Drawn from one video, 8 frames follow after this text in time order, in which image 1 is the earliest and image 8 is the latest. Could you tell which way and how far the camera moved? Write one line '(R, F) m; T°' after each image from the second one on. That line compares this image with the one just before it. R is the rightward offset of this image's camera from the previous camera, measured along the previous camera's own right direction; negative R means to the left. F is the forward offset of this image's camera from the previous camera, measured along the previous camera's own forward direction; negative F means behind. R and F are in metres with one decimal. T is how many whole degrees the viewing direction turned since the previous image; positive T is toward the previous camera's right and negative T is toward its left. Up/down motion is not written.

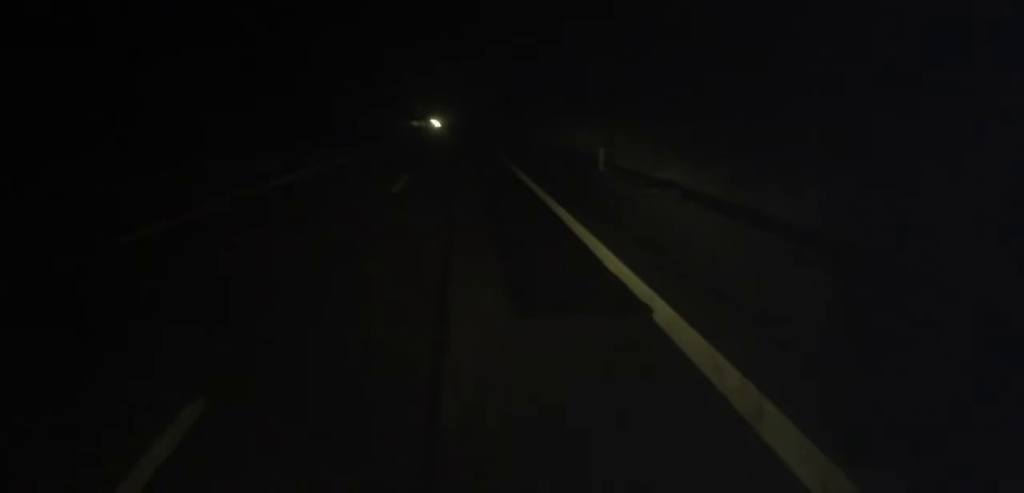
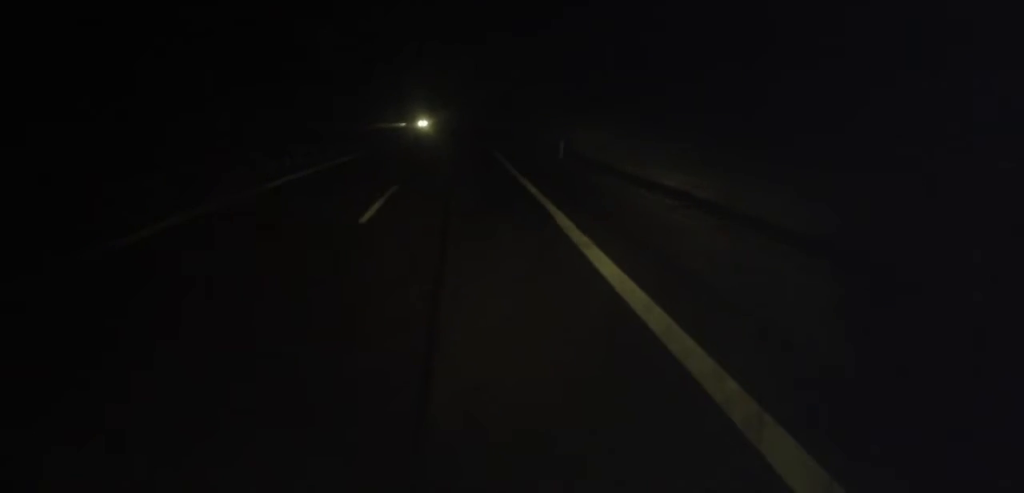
(-0.1, +39.7) m; 0°
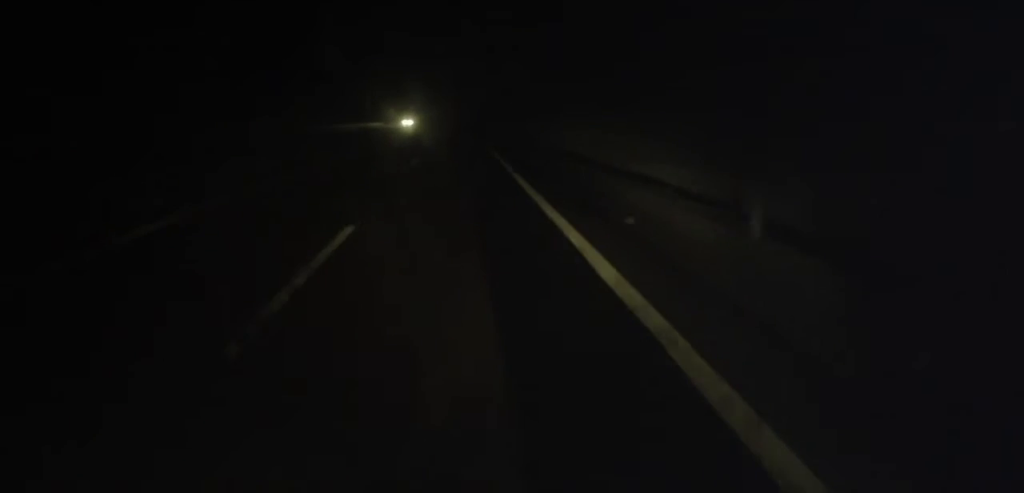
(-0.1, +24.6) m; 0°
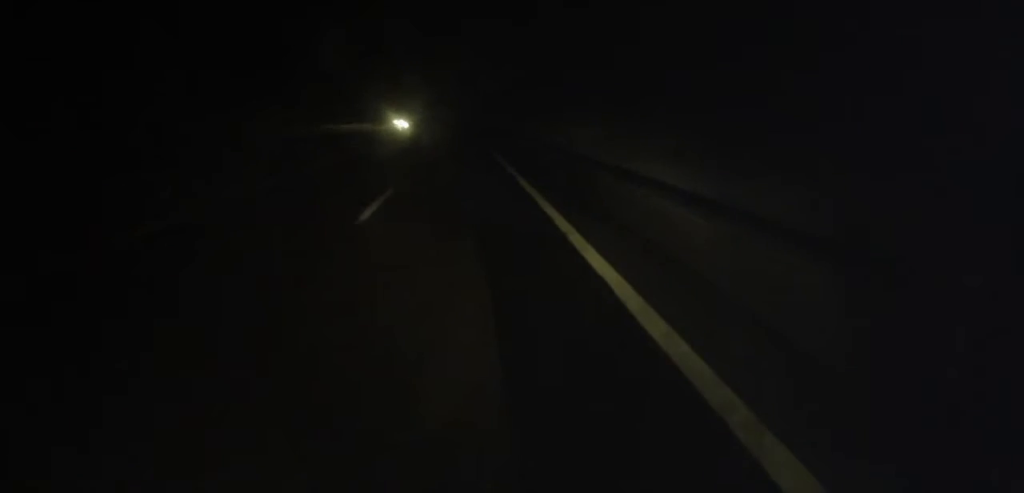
(-0.1, +10.9) m; 0°
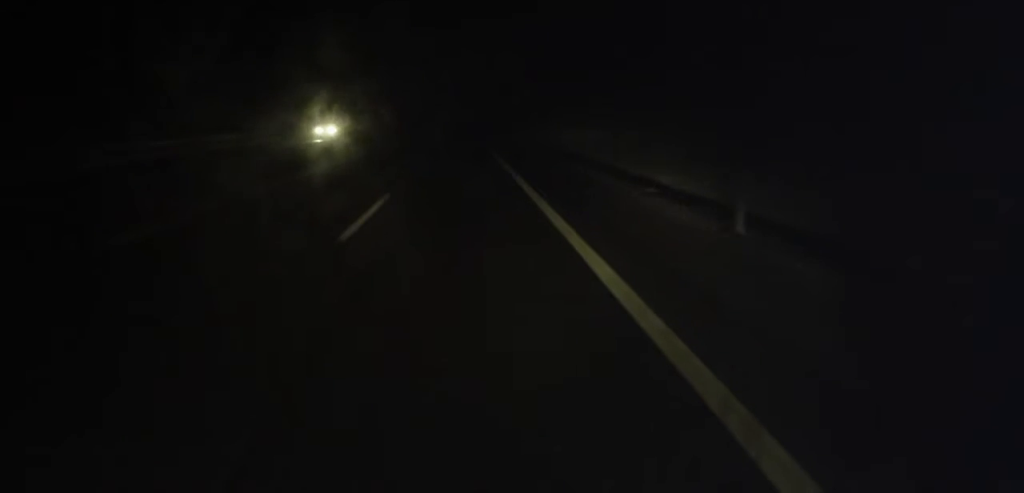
(0.0, +37.2) m; -1°
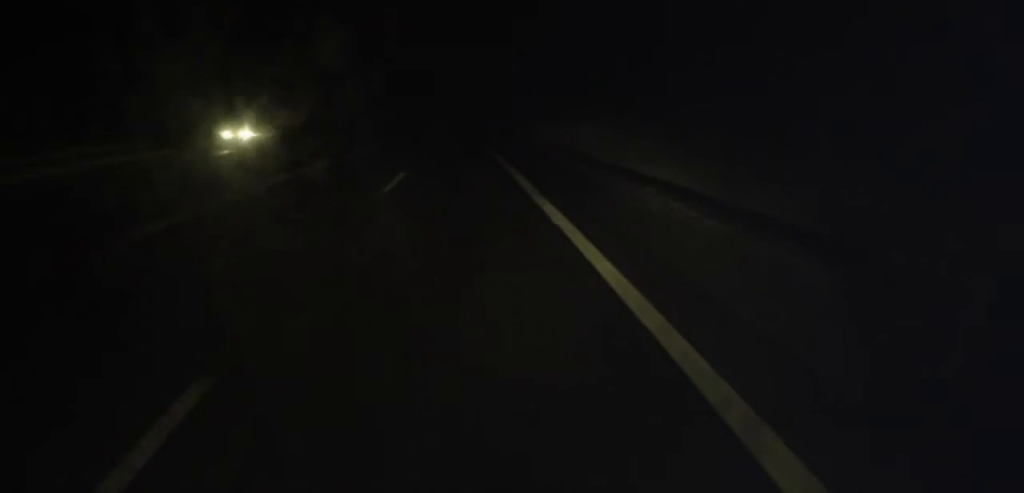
(0.0, +11.8) m; 0°
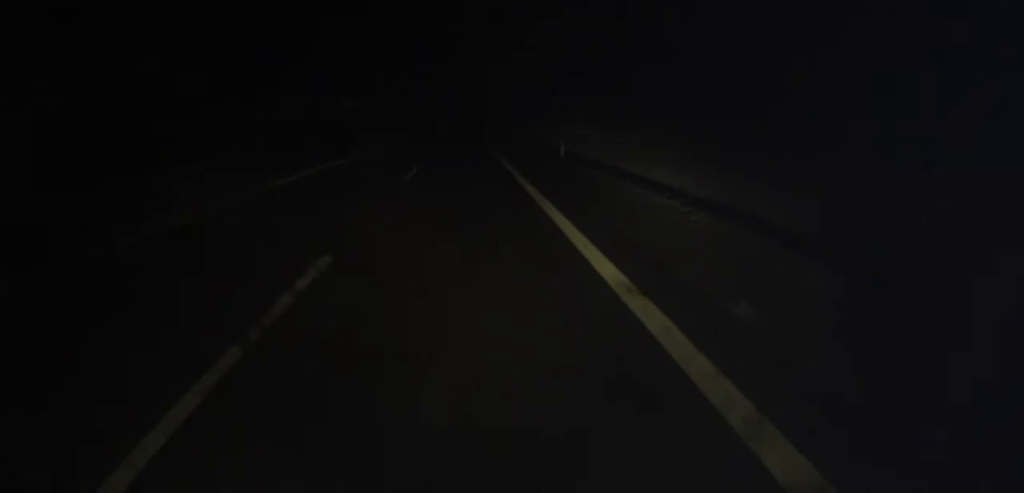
(+0.1, +13.3) m; 0°
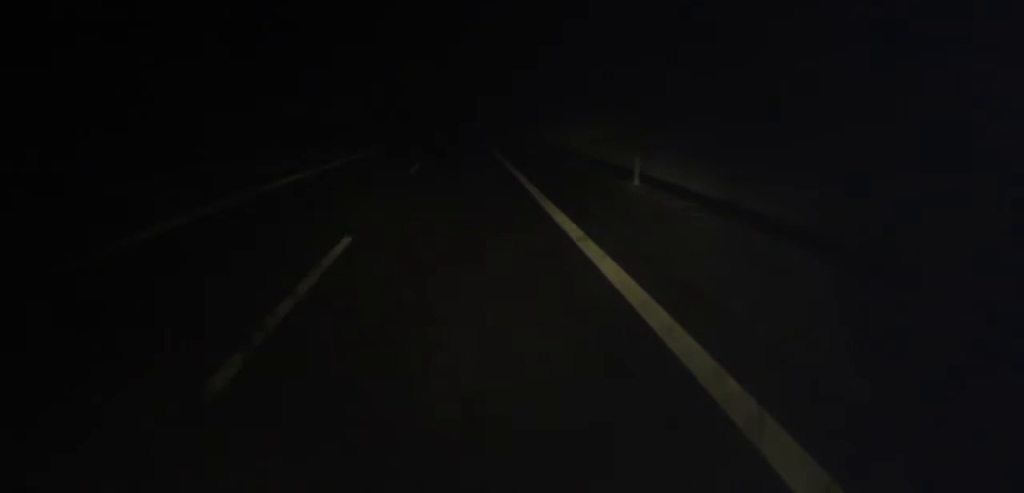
(-0.1, +16.2) m; +1°
